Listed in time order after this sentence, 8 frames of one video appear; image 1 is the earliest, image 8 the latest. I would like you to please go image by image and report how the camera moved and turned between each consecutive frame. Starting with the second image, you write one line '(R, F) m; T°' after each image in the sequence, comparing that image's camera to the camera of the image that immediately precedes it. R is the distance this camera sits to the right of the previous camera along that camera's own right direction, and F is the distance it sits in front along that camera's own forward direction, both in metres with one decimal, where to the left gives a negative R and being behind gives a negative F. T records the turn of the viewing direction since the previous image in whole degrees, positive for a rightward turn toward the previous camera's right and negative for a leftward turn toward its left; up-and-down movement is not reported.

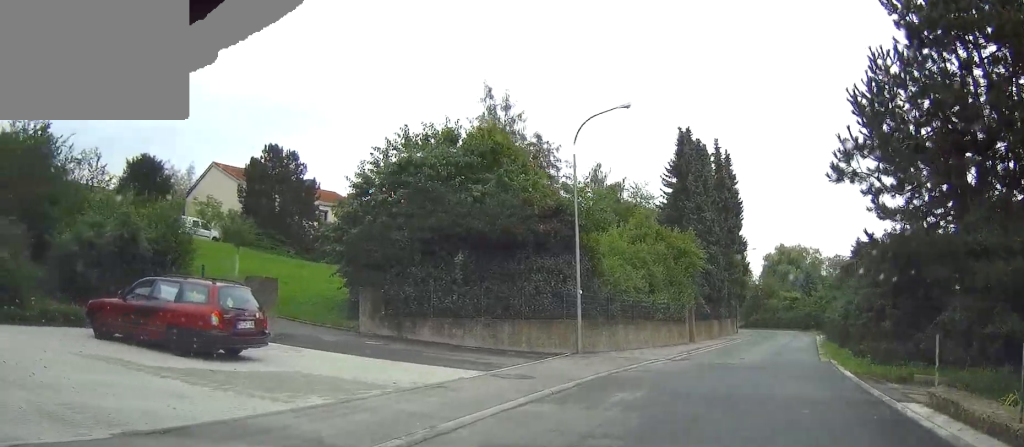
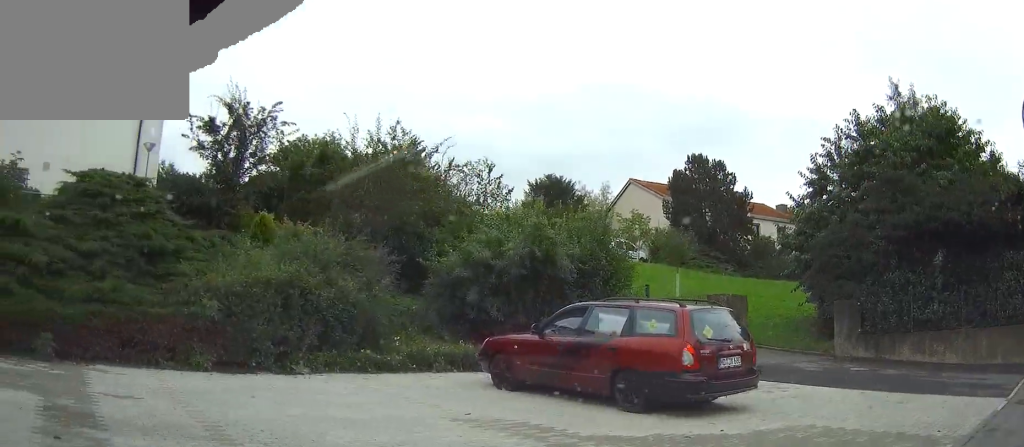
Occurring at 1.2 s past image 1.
(-1.4, +3.9) m; -35°
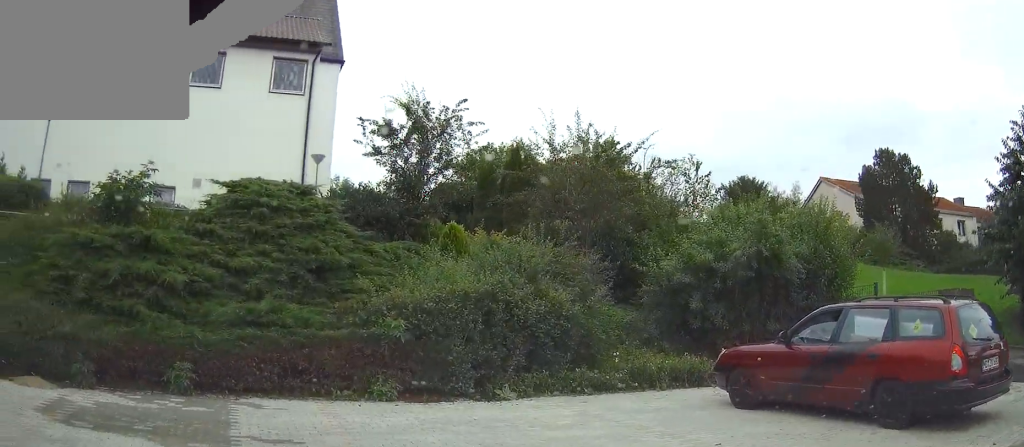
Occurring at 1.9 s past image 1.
(-0.3, +2.0) m; -20°
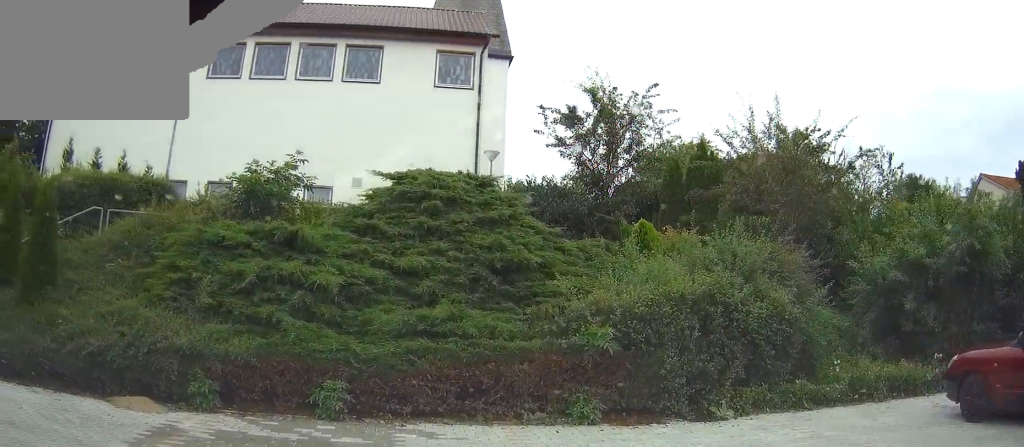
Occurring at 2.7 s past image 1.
(-0.6, +1.8) m; -17°
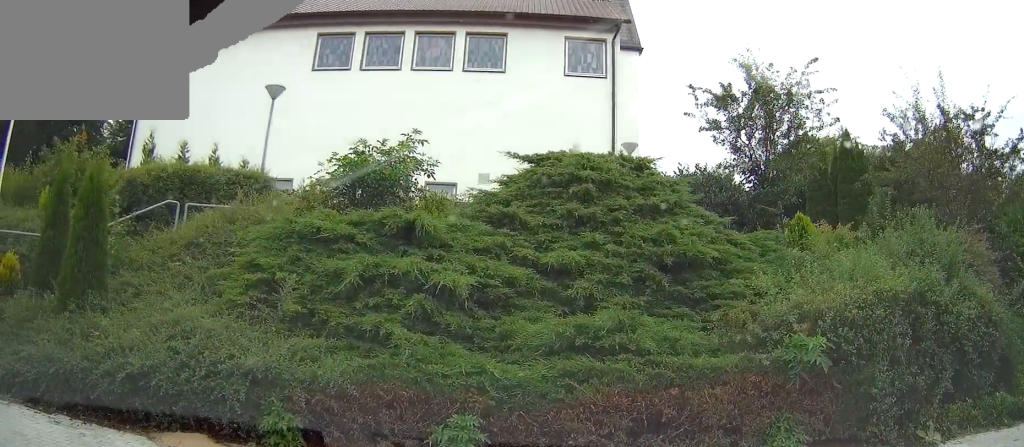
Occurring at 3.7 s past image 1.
(-0.2, +1.9) m; -5°
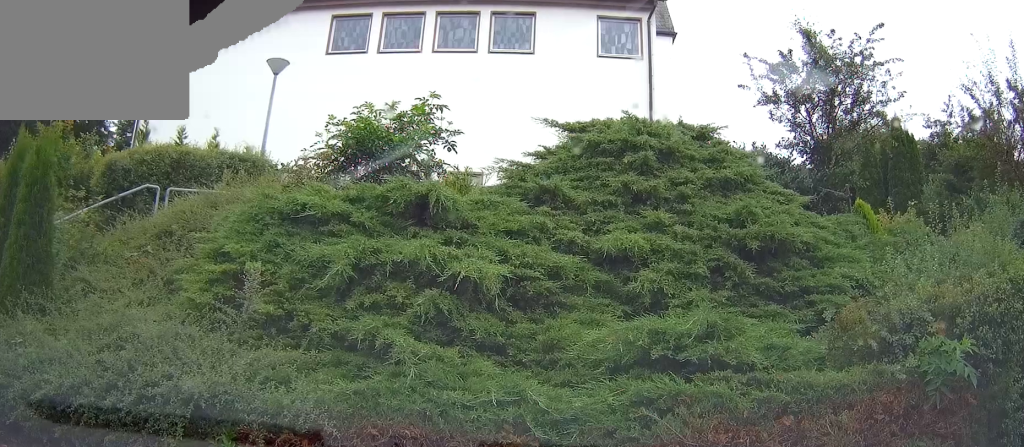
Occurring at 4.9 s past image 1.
(0.0, +1.8) m; 0°
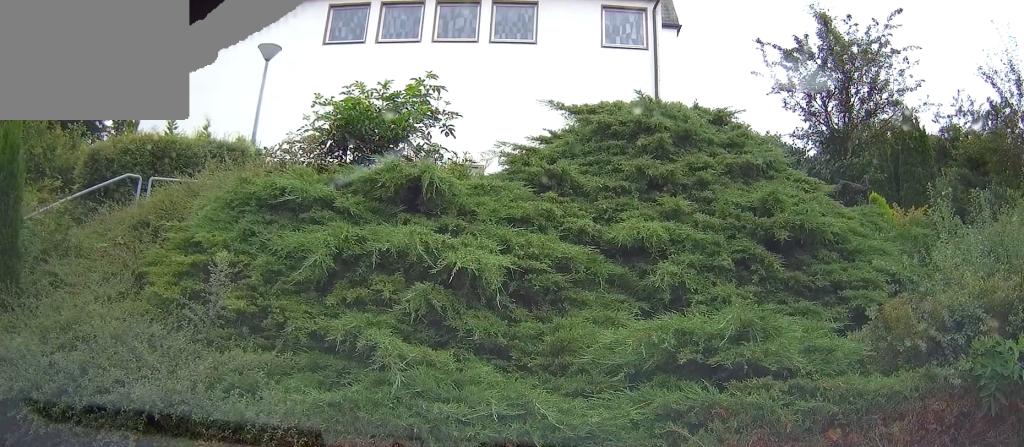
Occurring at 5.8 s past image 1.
(-0.4, +0.6) m; 0°
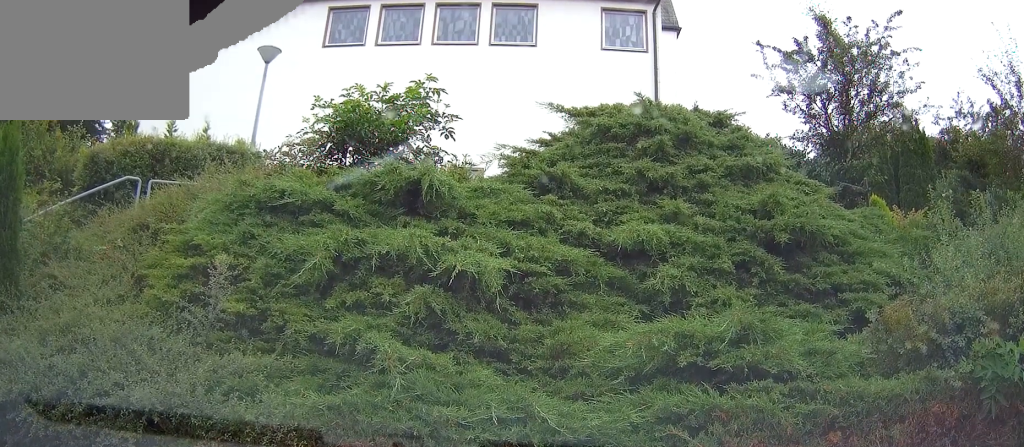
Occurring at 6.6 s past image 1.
(-0.2, +0.2) m; 0°
